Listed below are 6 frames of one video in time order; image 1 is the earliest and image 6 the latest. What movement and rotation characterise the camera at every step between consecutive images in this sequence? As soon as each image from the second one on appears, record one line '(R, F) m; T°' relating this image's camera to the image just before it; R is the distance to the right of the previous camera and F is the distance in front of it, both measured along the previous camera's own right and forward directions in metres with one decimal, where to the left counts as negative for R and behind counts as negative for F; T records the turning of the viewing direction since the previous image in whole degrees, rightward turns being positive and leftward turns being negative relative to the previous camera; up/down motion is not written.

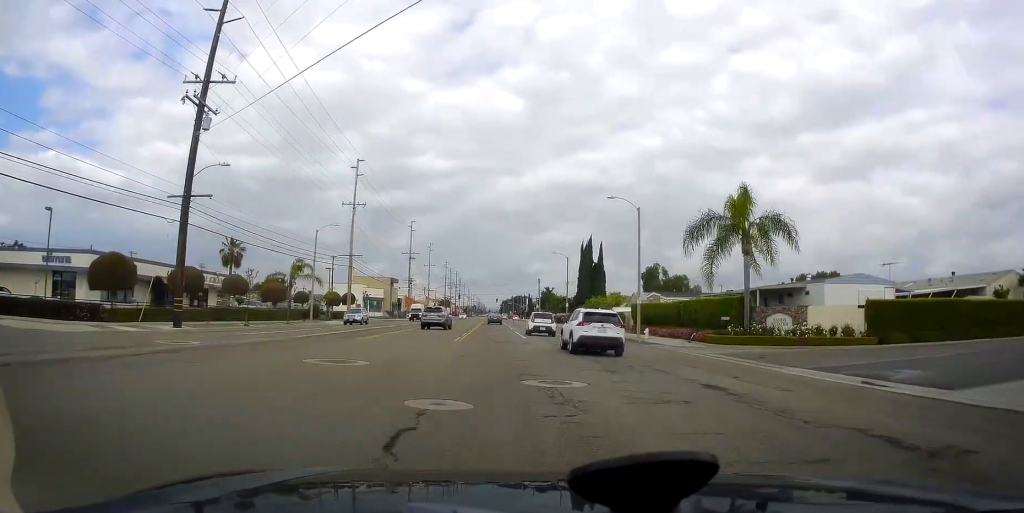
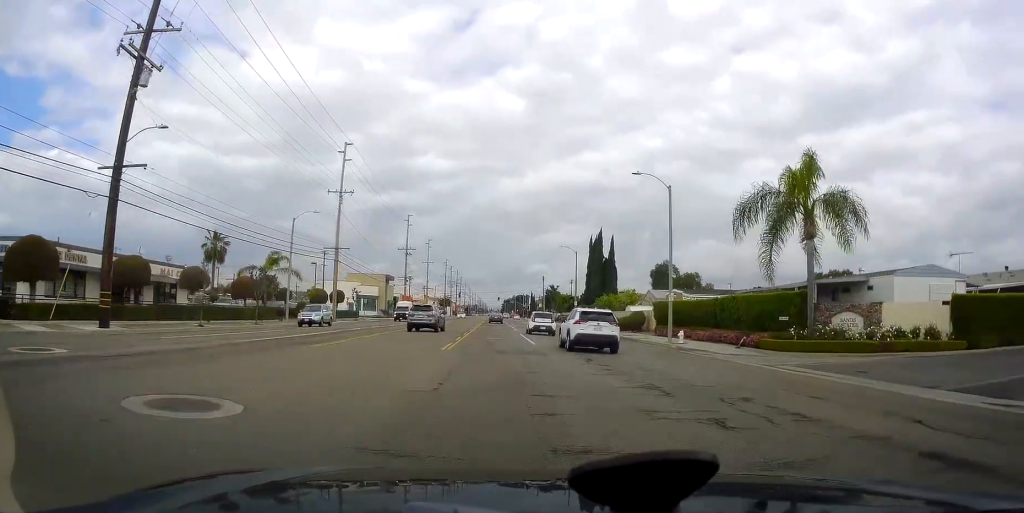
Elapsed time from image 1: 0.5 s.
(0.0, +7.3) m; 0°
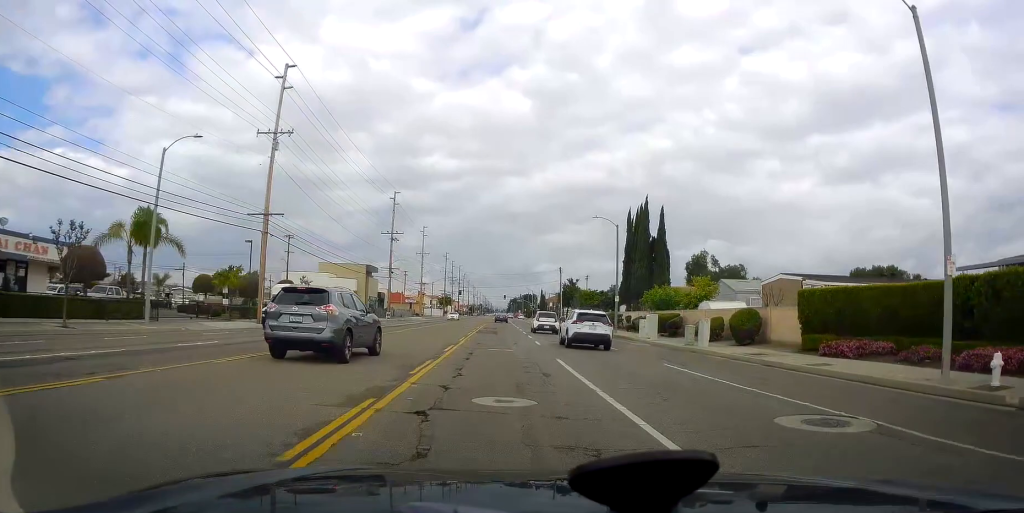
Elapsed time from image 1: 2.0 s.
(0.0, +22.4) m; 0°
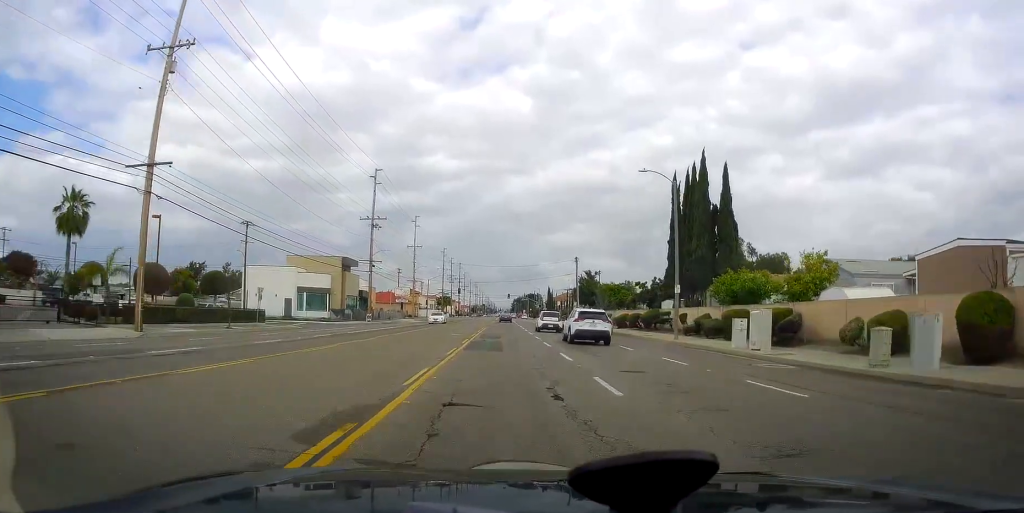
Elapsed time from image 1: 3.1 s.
(0.0, +17.3) m; -1°
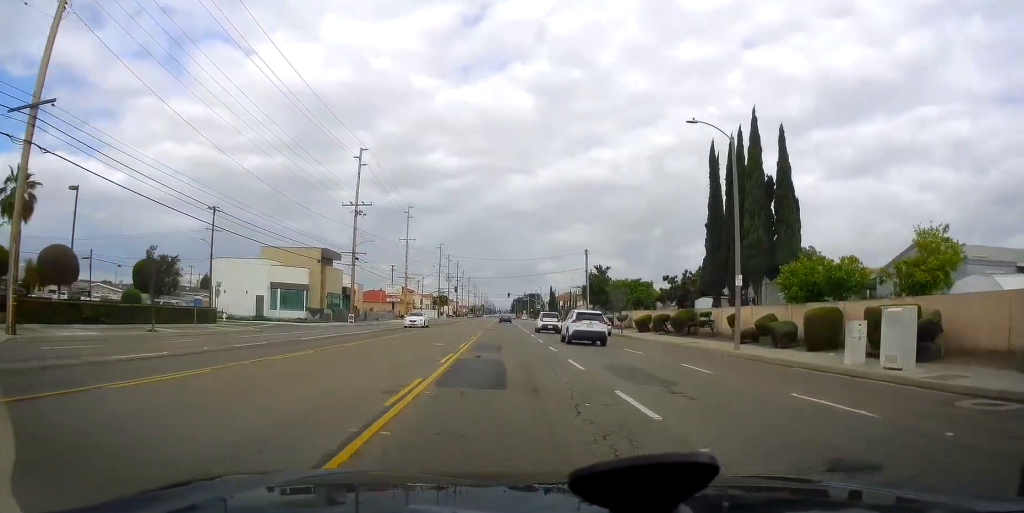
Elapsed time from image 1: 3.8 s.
(+0.2, +9.6) m; -2°
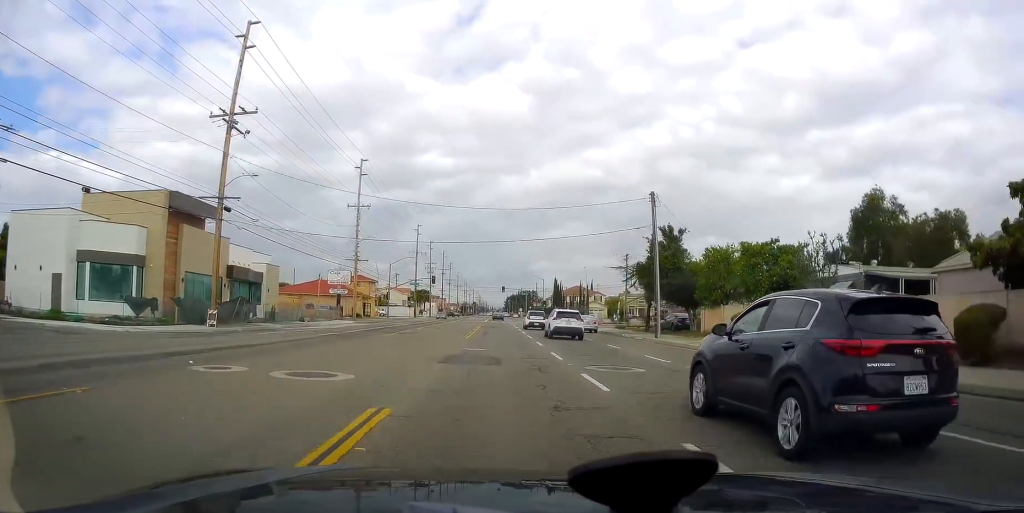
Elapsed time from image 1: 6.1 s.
(+0.8, +34.6) m; +7°
